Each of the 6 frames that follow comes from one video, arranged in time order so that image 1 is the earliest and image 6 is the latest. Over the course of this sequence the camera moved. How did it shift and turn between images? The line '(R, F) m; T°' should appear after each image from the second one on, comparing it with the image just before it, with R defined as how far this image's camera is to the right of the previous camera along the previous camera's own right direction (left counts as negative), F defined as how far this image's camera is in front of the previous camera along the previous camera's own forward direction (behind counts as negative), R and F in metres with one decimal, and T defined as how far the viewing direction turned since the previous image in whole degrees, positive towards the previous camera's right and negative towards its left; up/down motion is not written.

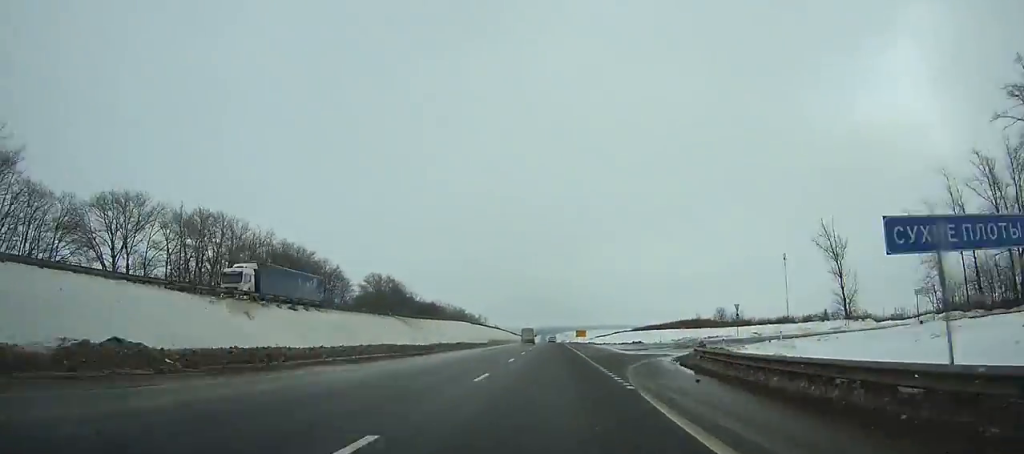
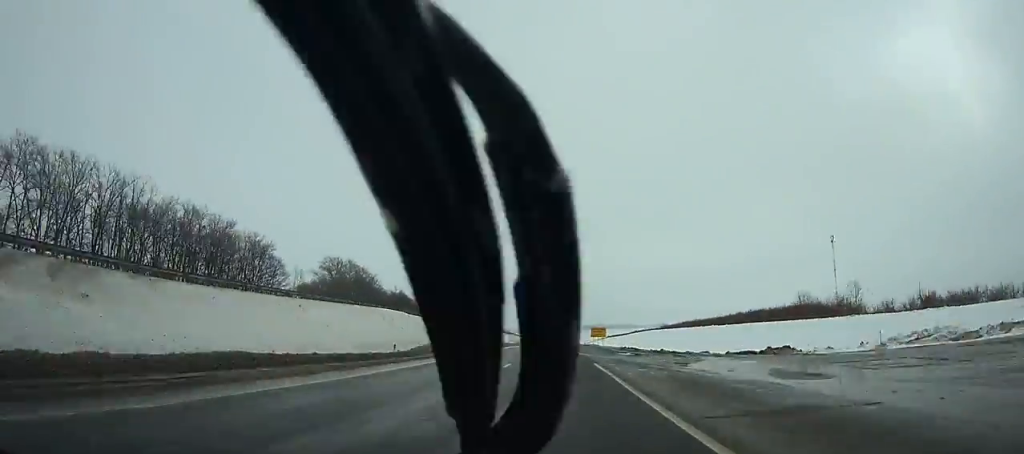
(0.0, +51.2) m; 0°
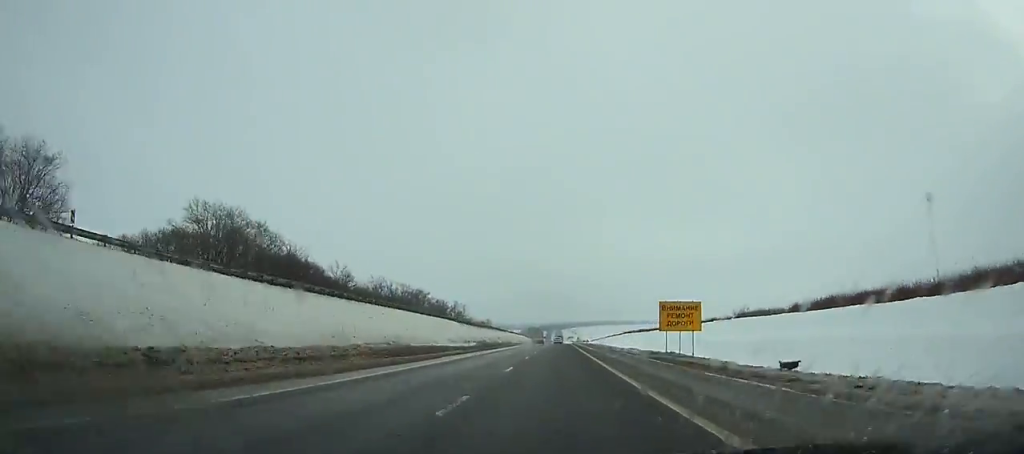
(-0.1, +75.9) m; 0°
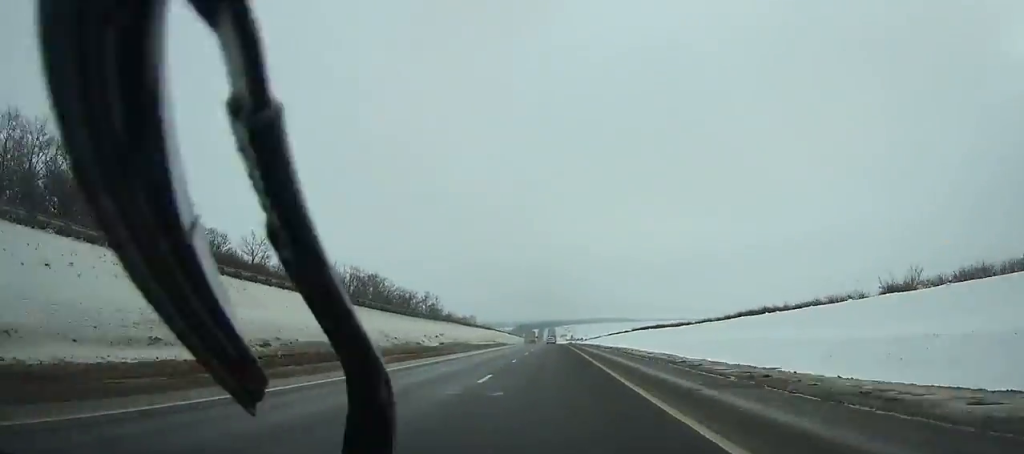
(0.0, +52.0) m; 0°
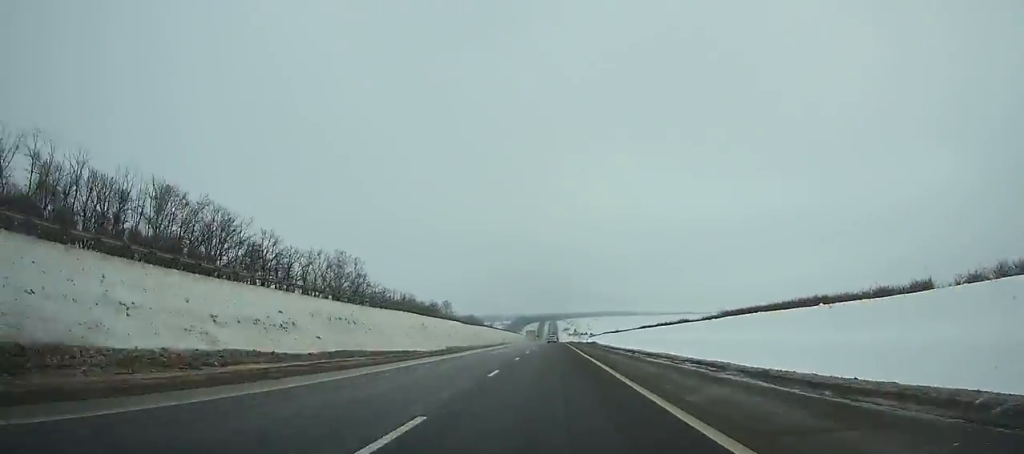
(-0.1, +104.0) m; 0°
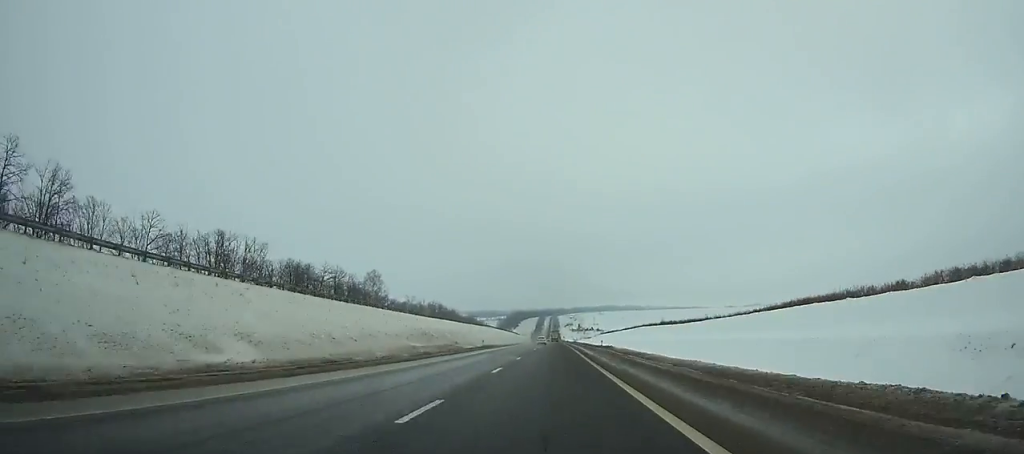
(+0.1, +127.8) m; 0°
